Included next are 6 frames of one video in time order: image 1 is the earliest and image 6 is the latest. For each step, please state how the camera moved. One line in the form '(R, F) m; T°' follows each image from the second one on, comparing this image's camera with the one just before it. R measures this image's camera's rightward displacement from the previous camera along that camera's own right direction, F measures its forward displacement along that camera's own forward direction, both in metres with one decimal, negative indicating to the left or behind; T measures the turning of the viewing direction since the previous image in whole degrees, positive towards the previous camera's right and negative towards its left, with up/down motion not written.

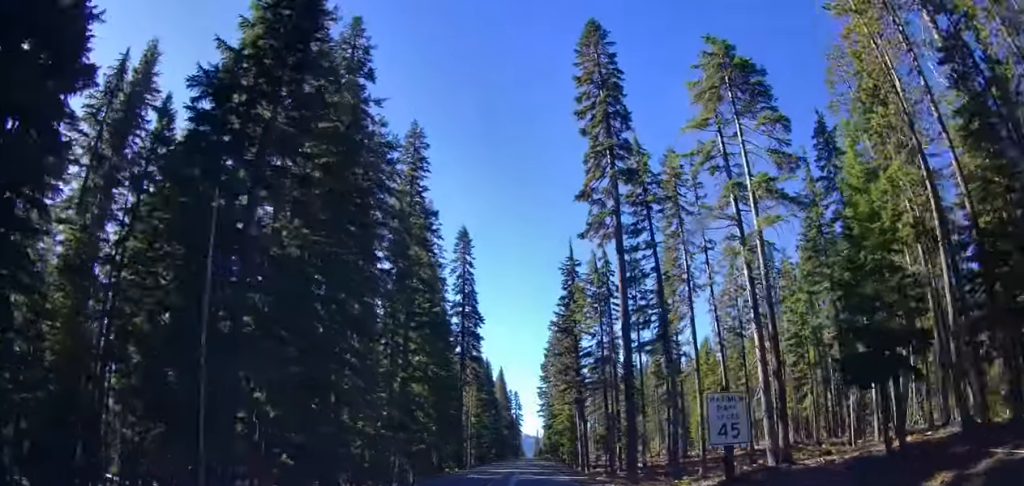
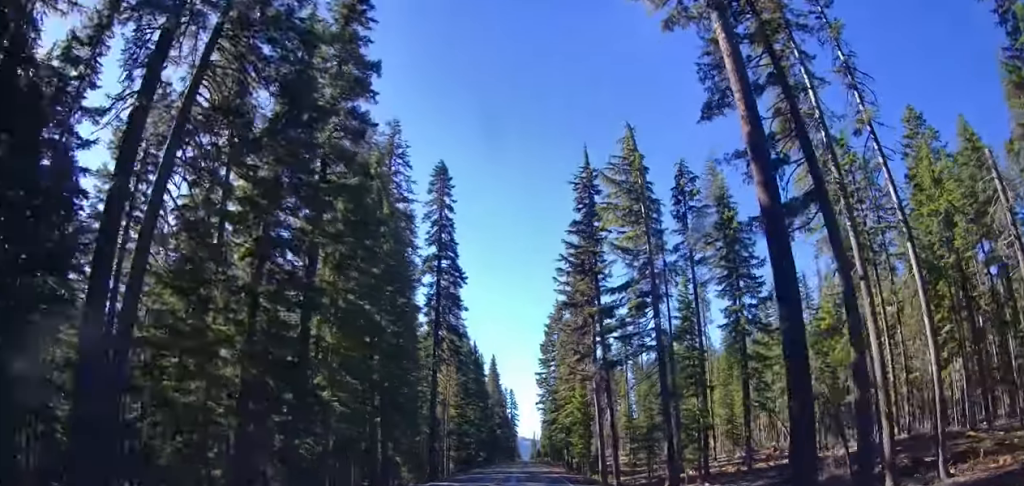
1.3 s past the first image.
(-0.2, +24.5) m; -1°
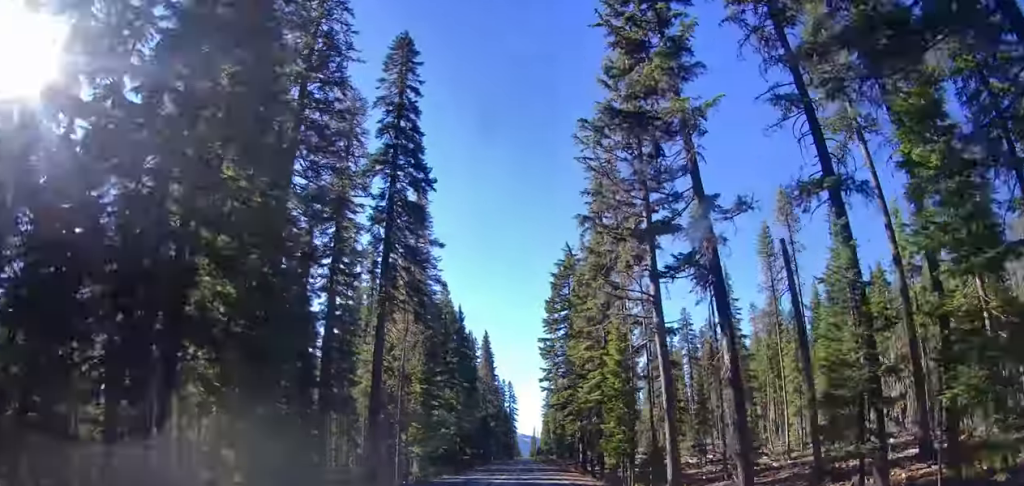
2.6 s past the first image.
(-0.3, +26.3) m; 0°
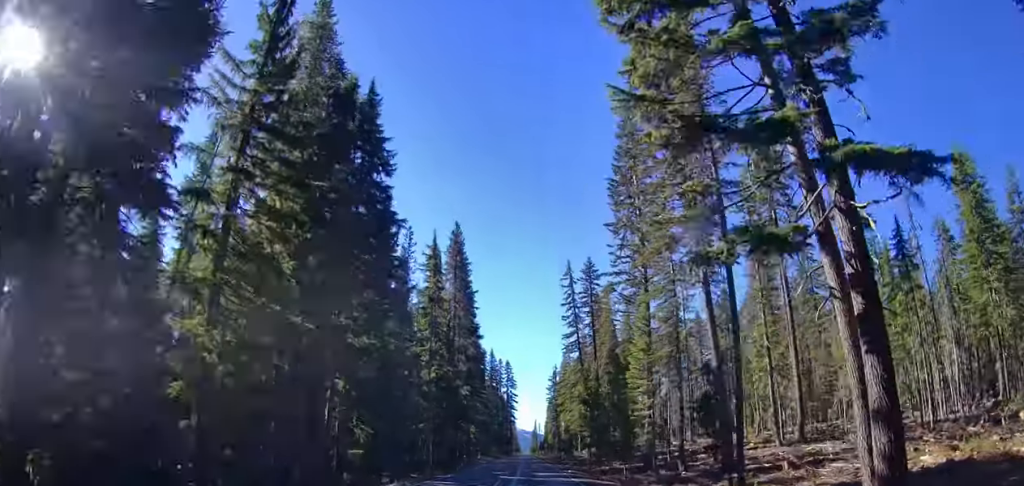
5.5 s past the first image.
(+0.6, +56.5) m; +1°
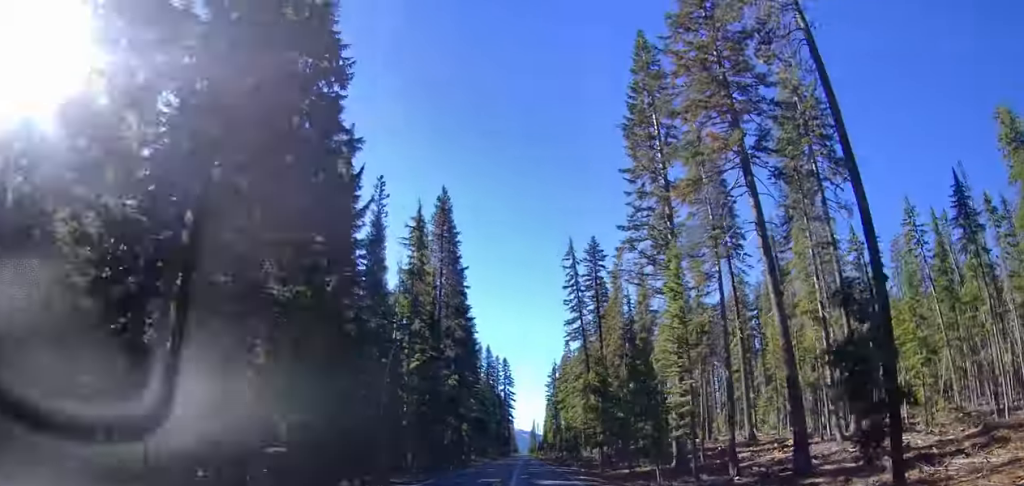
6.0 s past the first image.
(+0.4, +9.4) m; 0°
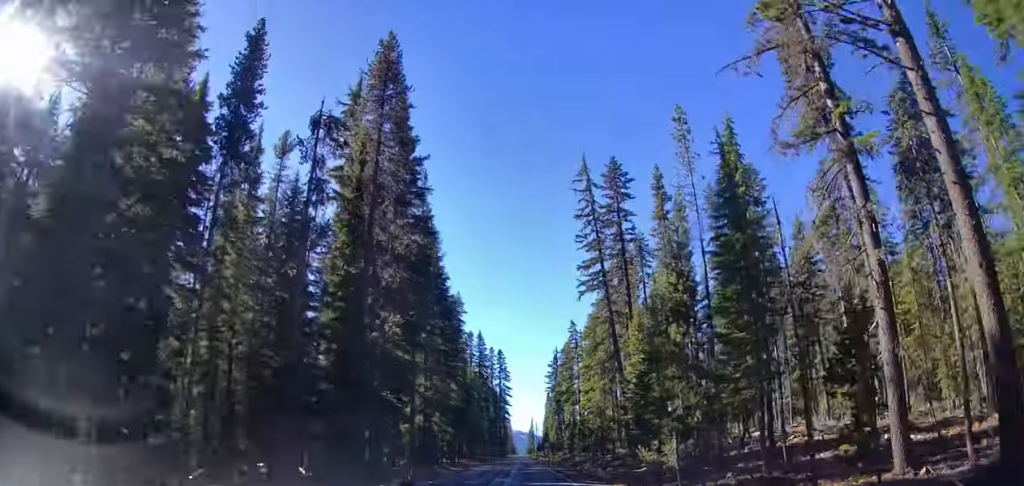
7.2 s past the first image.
(-0.5, +24.5) m; +2°
